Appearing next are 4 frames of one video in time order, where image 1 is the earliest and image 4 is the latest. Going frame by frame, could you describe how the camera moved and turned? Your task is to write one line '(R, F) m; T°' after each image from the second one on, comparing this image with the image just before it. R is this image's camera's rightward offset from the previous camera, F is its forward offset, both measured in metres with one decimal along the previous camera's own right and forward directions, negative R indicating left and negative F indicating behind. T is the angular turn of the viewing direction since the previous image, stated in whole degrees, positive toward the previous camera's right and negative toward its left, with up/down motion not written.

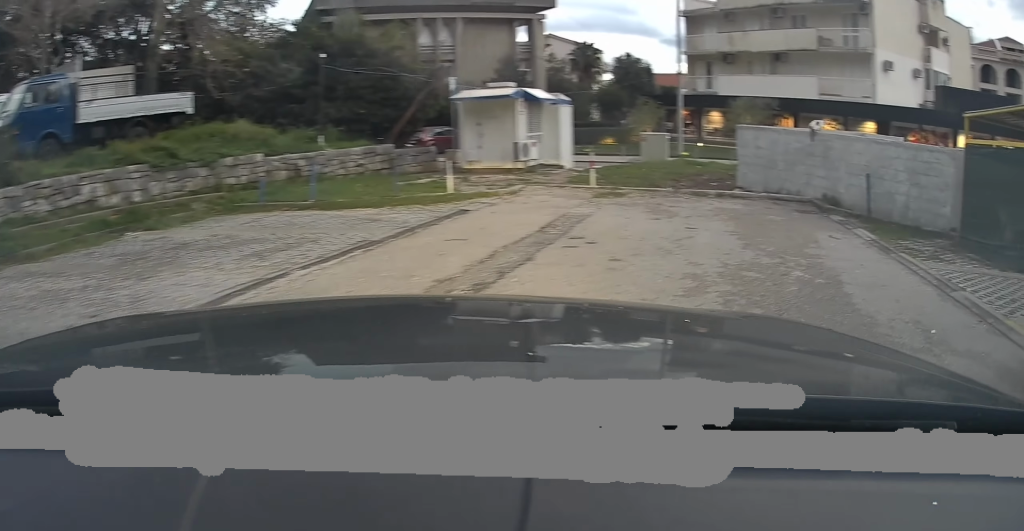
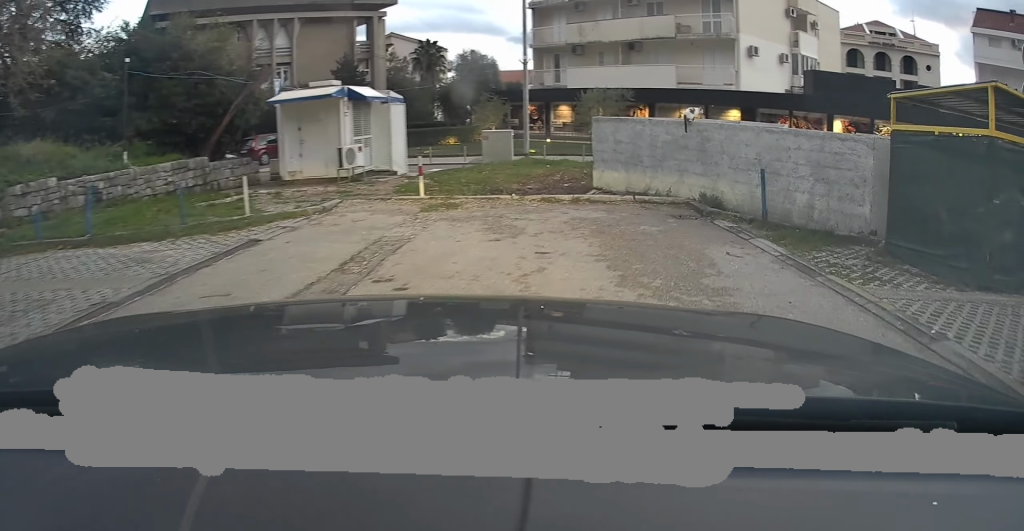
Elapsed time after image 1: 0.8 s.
(+0.6, +1.6) m; +24°
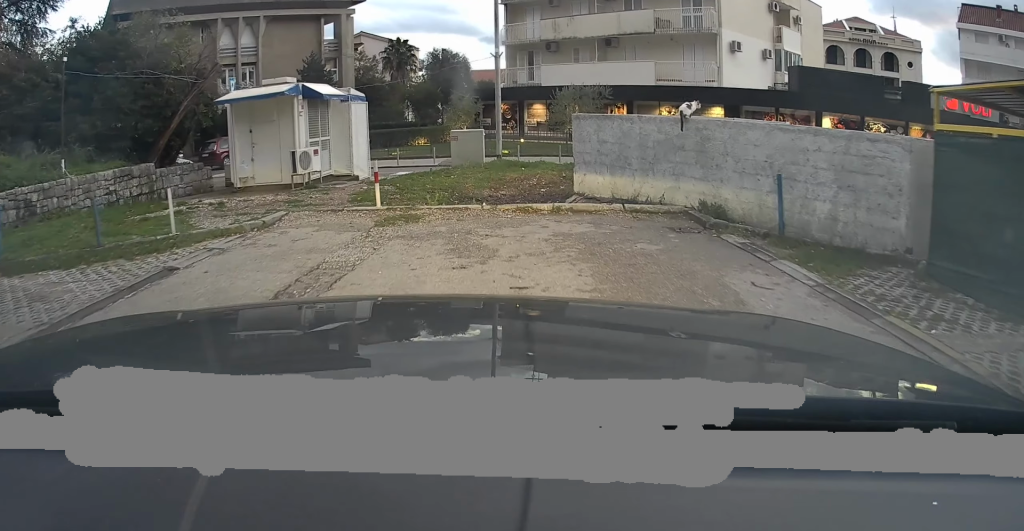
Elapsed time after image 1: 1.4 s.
(+0.2, +1.3) m; +8°
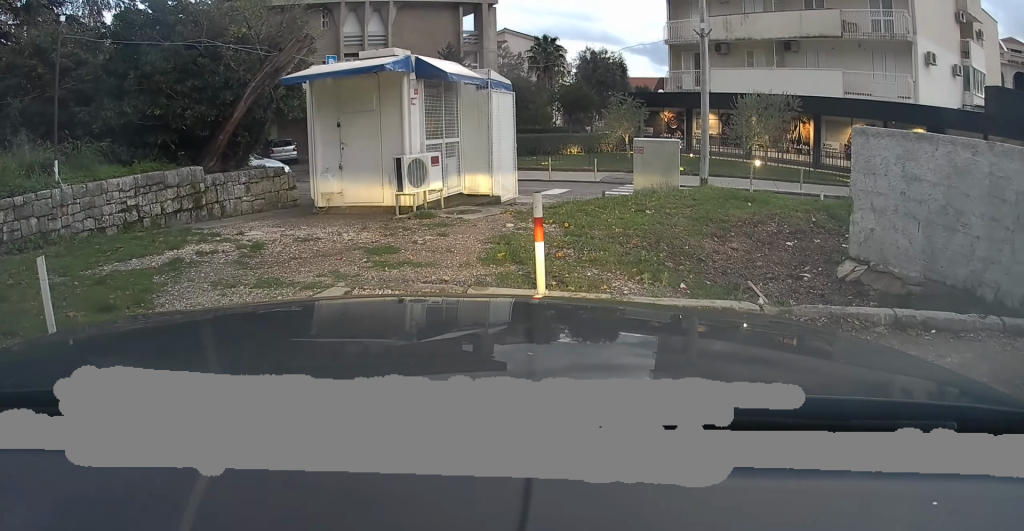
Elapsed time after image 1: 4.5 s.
(-0.6, +5.7) m; -7°
